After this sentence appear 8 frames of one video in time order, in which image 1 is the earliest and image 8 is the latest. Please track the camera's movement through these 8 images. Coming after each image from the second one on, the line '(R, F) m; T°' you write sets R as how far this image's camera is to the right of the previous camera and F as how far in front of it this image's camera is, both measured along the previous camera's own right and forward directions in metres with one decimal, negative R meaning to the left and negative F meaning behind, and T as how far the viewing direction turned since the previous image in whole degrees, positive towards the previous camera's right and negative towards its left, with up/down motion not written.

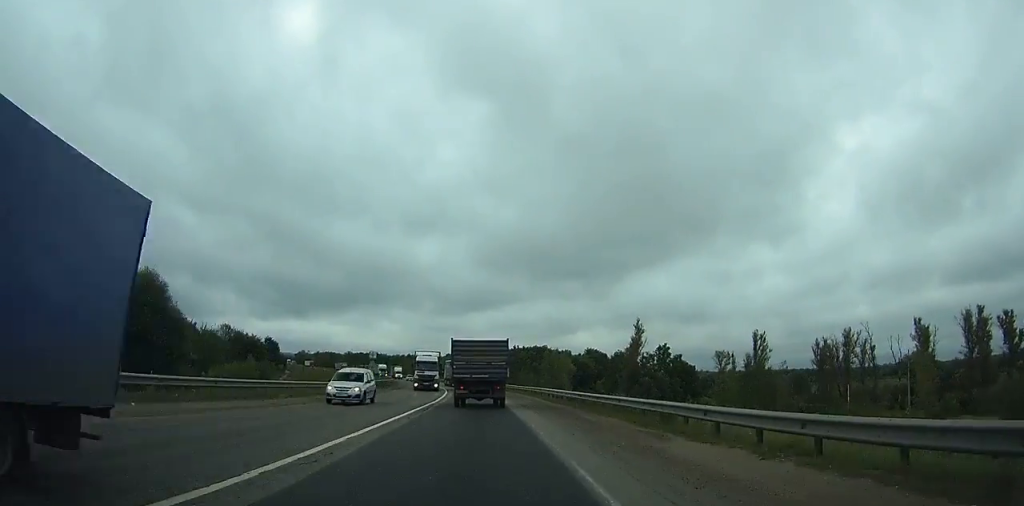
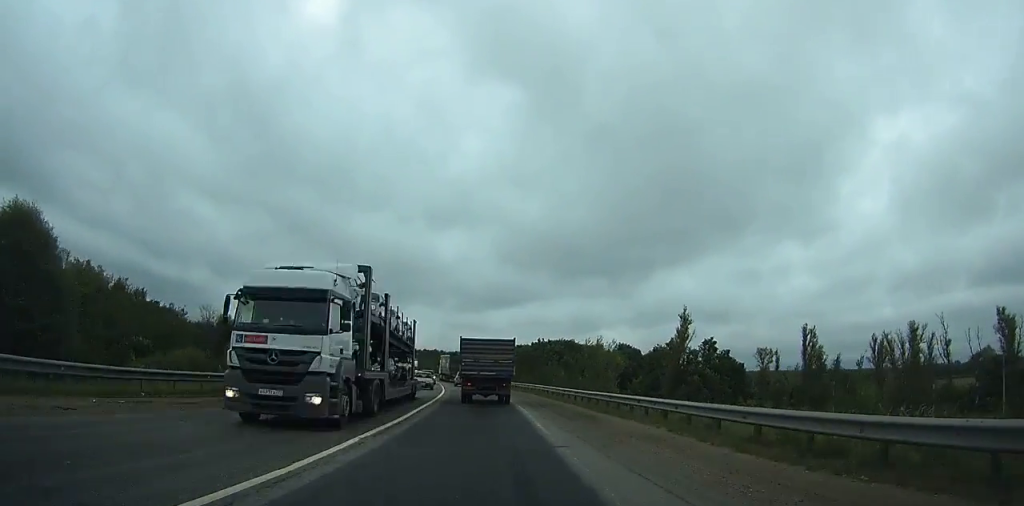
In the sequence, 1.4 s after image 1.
(-0.2, +24.1) m; -1°
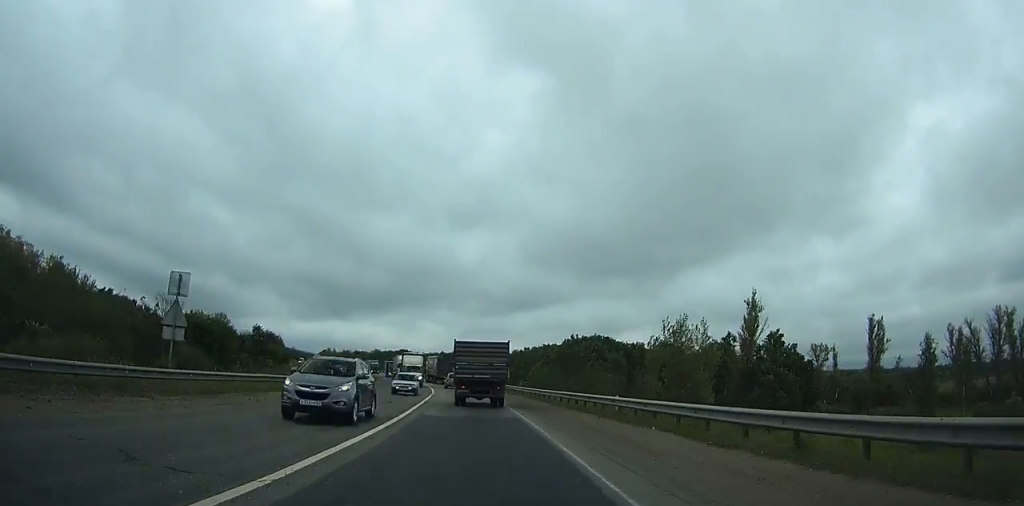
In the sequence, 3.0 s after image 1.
(-0.3, +28.2) m; -2°
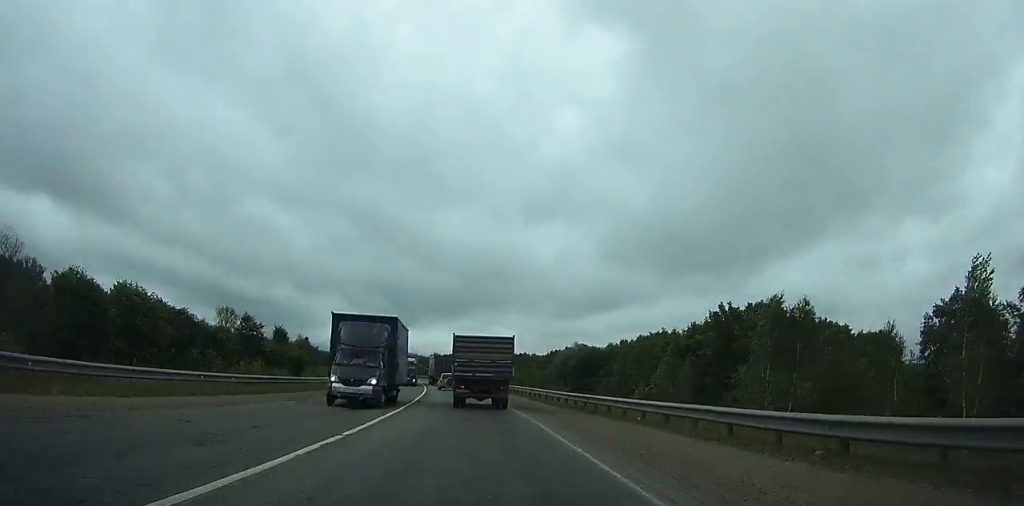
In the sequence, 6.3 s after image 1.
(-2.2, +60.7) m; -5°
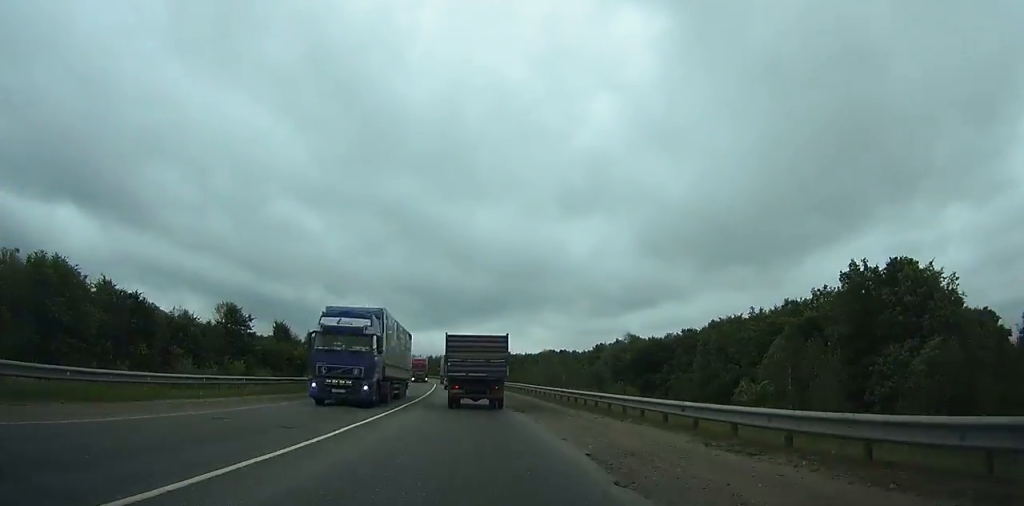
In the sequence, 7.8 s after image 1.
(-0.9, +27.0) m; -3°
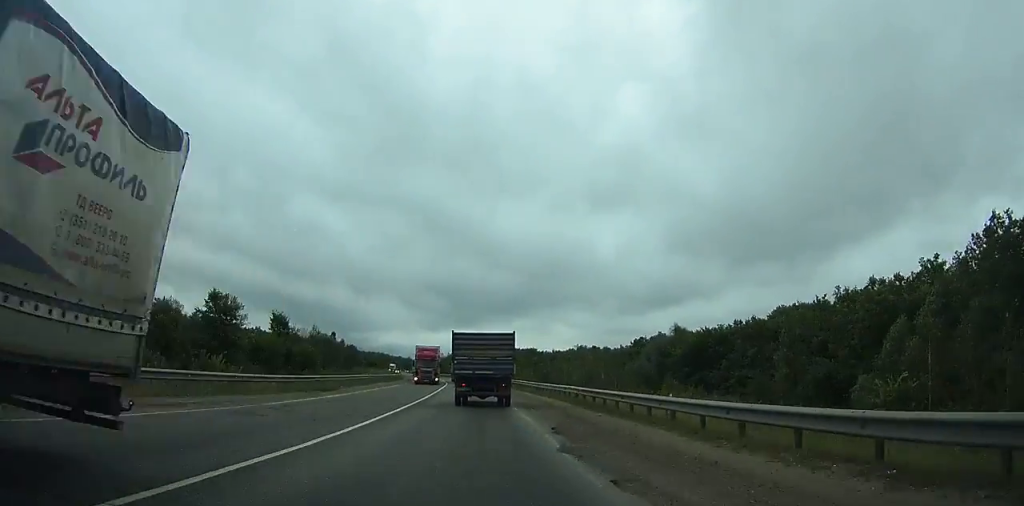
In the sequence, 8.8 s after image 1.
(-0.4, +18.3) m; -2°
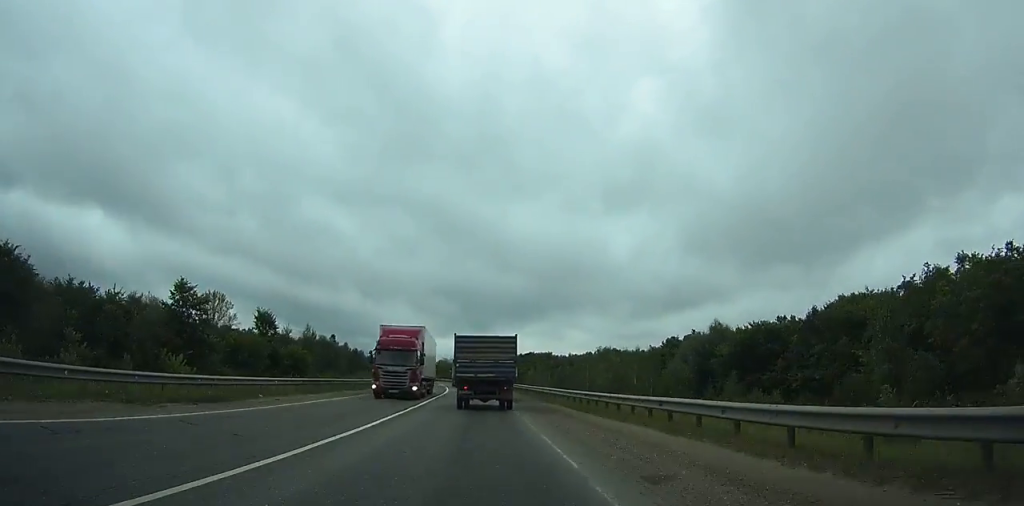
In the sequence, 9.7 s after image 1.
(-0.3, +15.9) m; -2°
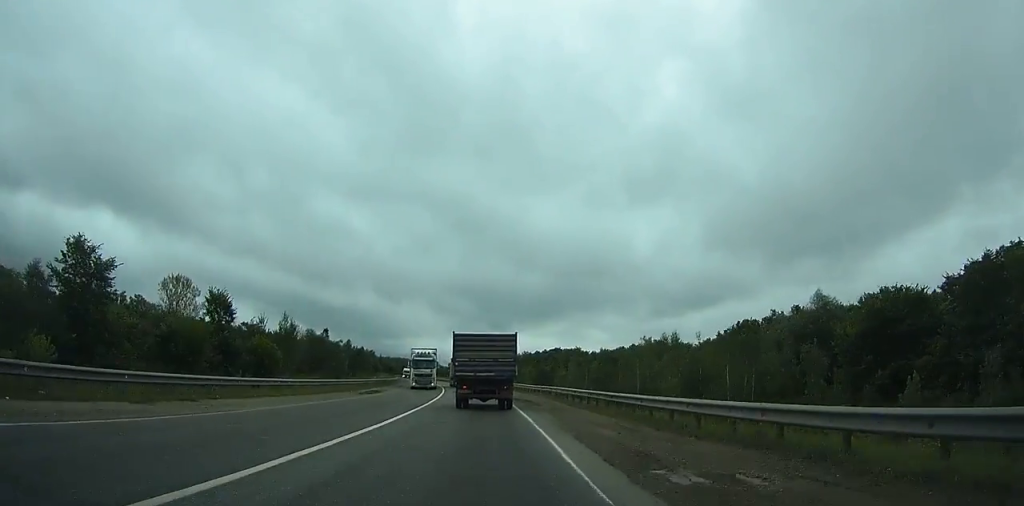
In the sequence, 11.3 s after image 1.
(-0.9, +29.1) m; -3°
